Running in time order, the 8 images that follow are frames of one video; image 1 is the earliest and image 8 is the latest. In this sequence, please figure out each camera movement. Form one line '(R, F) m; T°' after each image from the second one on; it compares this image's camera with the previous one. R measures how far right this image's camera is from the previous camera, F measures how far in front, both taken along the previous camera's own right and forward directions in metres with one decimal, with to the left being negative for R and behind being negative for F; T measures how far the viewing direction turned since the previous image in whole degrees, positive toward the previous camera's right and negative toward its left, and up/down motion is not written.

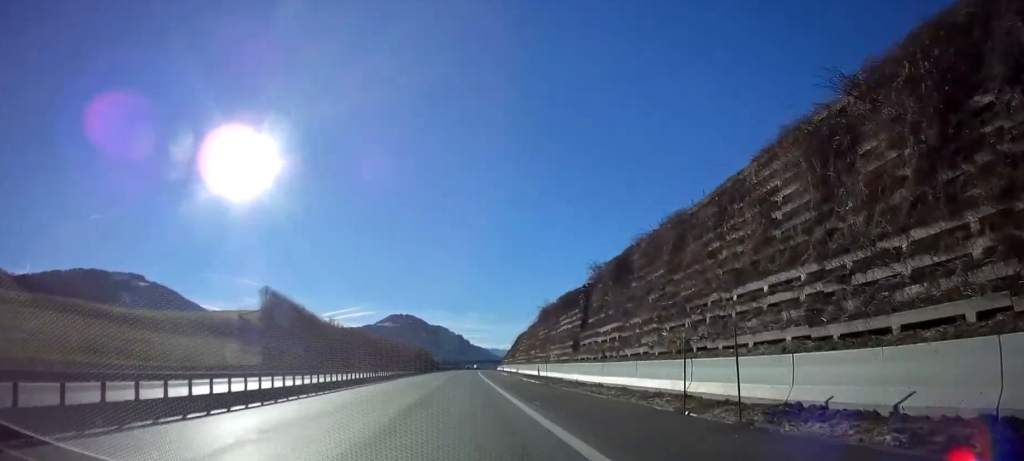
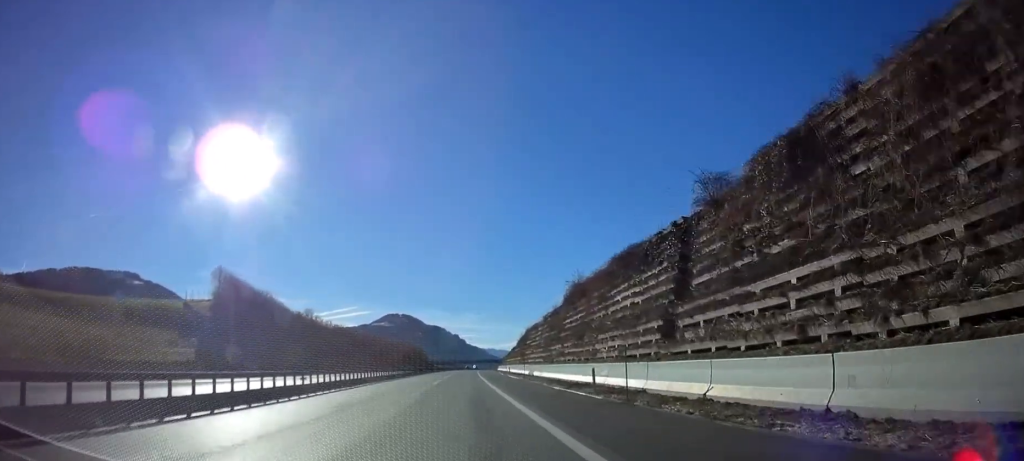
(+0.2, +20.3) m; +1°
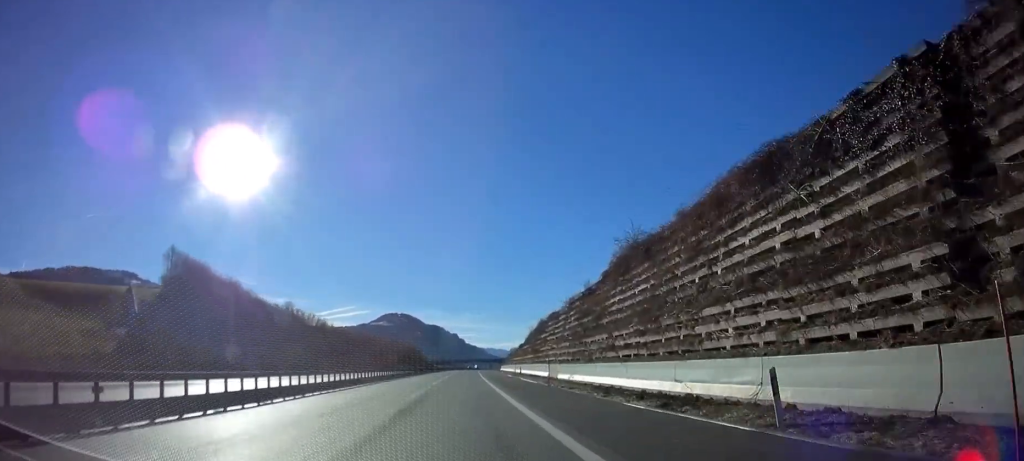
(0.0, +14.7) m; 0°
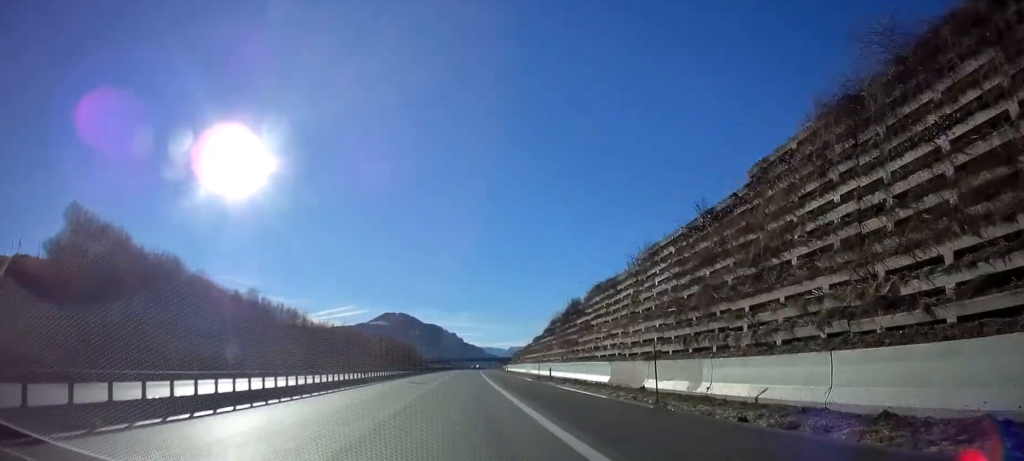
(+0.1, +20.3) m; 0°
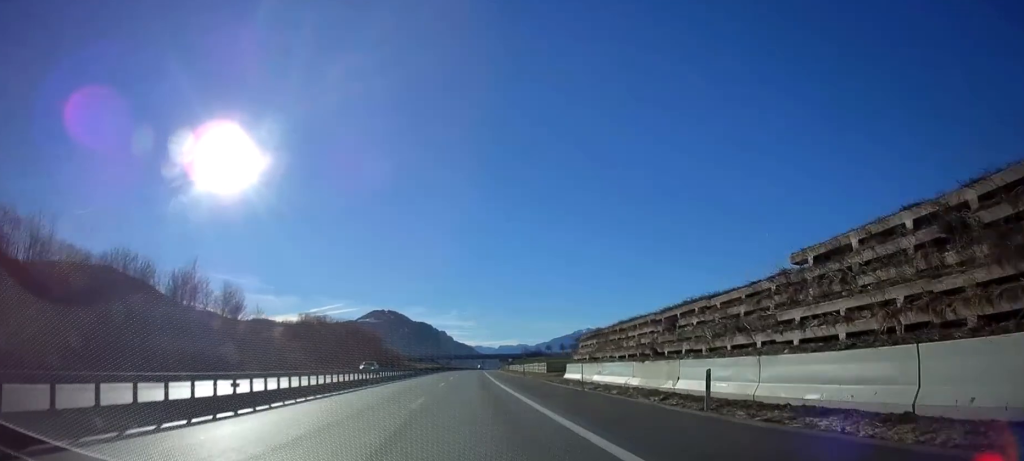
(+0.5, +74.2) m; +1°
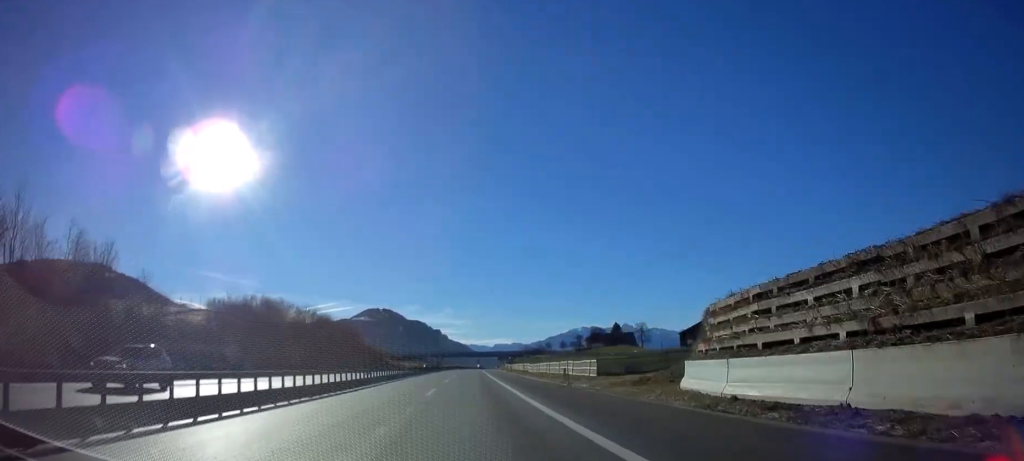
(+0.1, +28.2) m; 0°
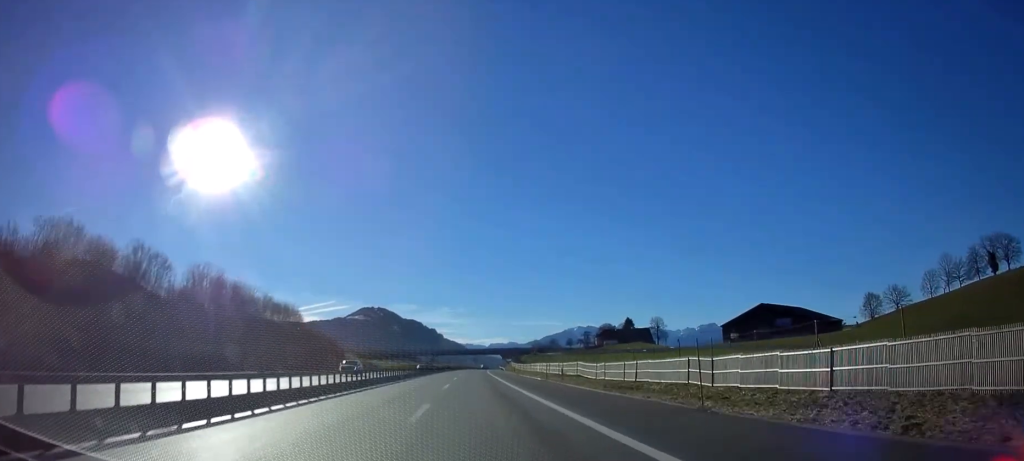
(+0.2, +46.2) m; +1°
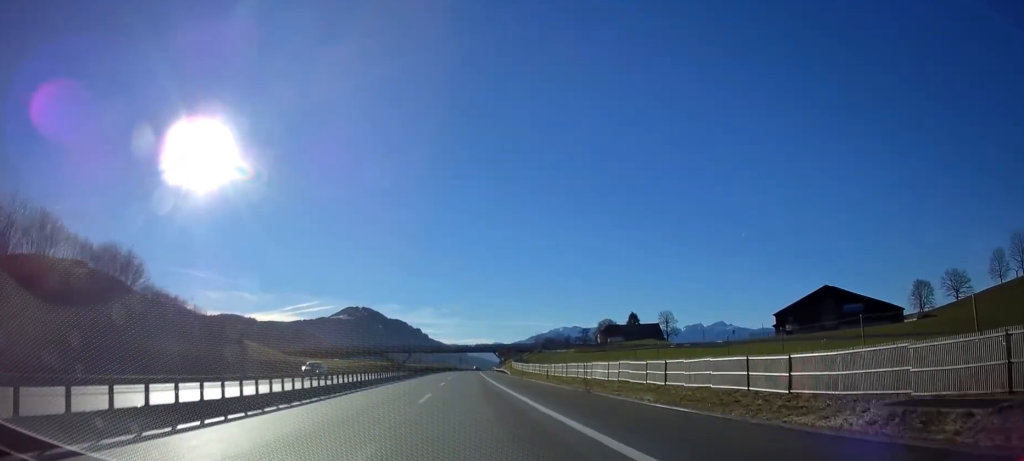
(+0.4, +47.4) m; +1°
